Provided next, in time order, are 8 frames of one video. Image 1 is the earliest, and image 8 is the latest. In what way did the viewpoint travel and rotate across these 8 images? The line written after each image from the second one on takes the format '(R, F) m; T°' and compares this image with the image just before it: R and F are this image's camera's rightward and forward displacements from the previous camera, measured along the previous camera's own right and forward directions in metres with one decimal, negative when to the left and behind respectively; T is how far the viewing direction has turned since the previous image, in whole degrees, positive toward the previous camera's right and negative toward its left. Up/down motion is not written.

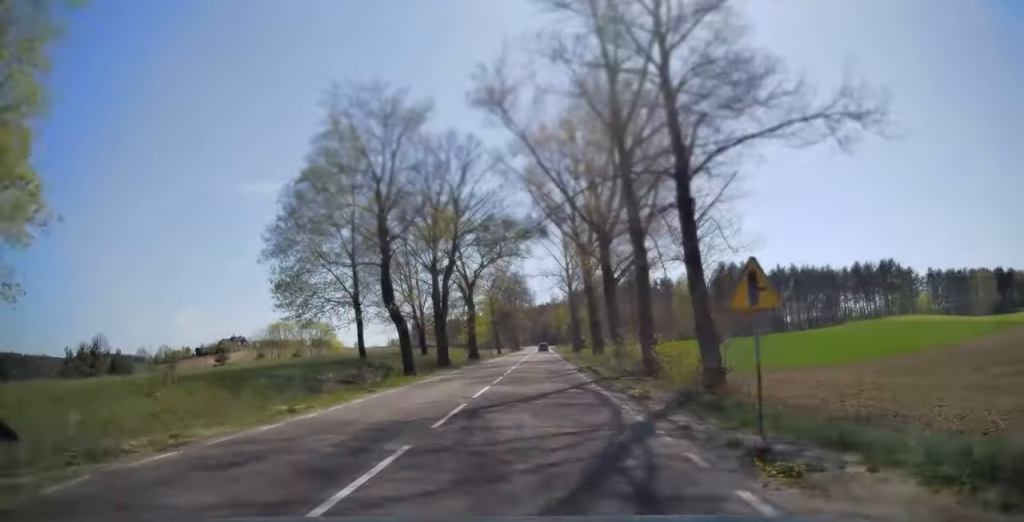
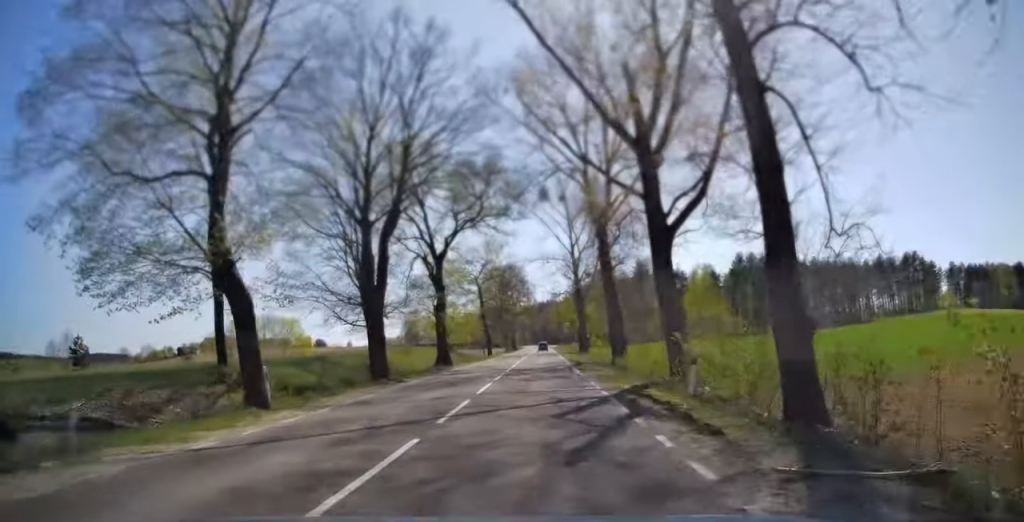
(-0.1, +17.3) m; 0°
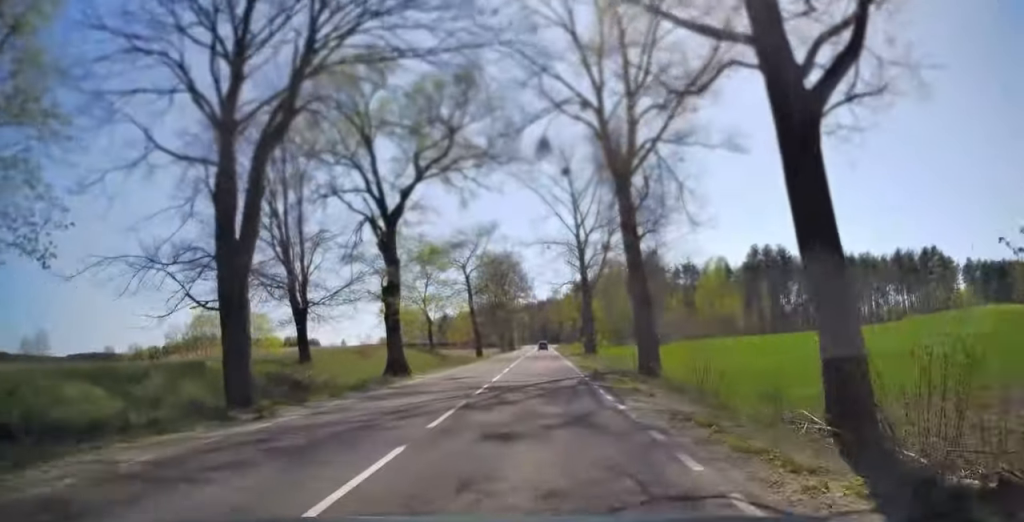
(0.0, +12.8) m; 0°
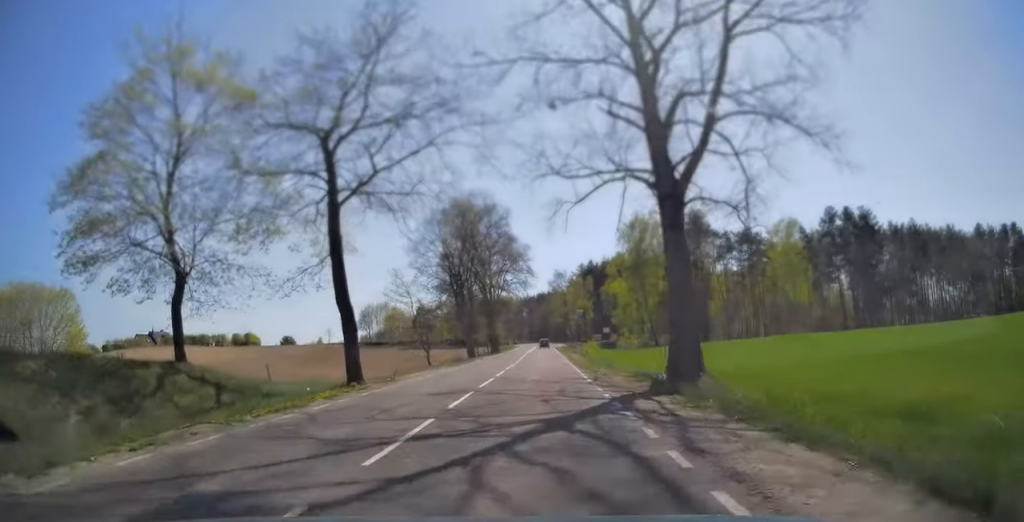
(-0.2, +44.5) m; 0°
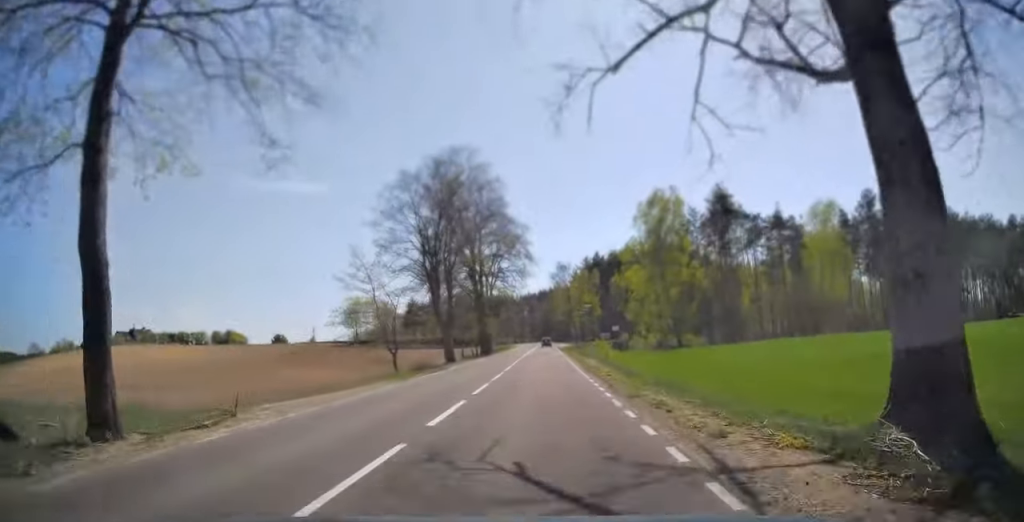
(0.0, +14.5) m; 0°
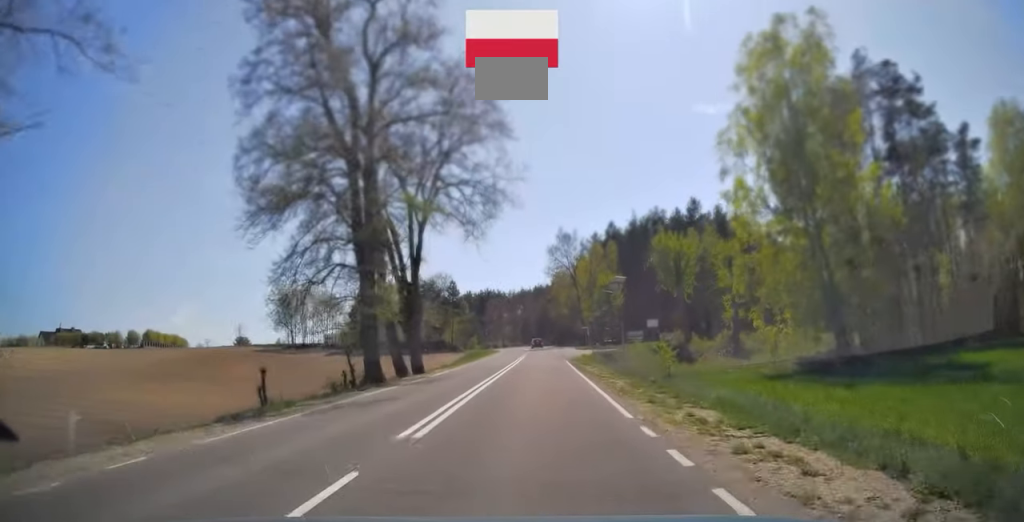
(+0.3, +43.0) m; 0°
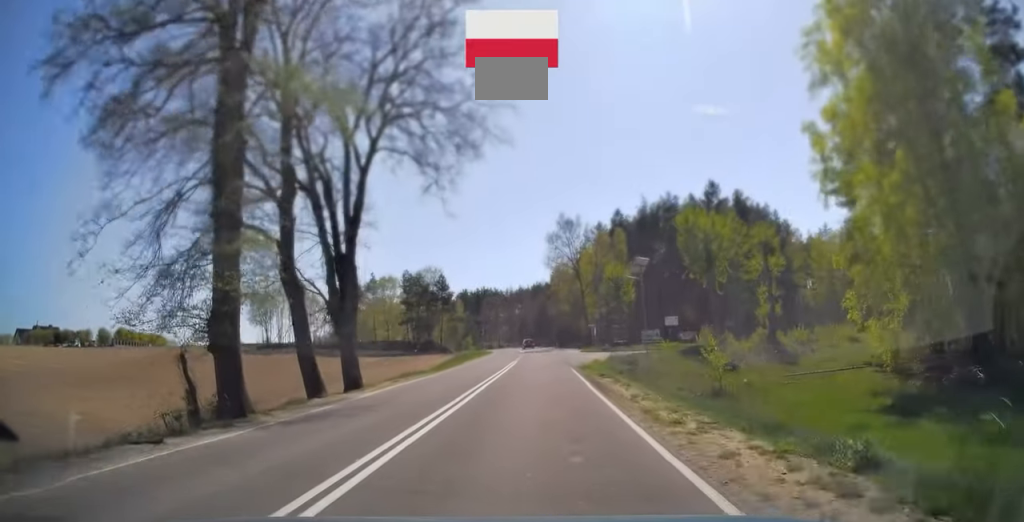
(0.0, +11.8) m; 0°
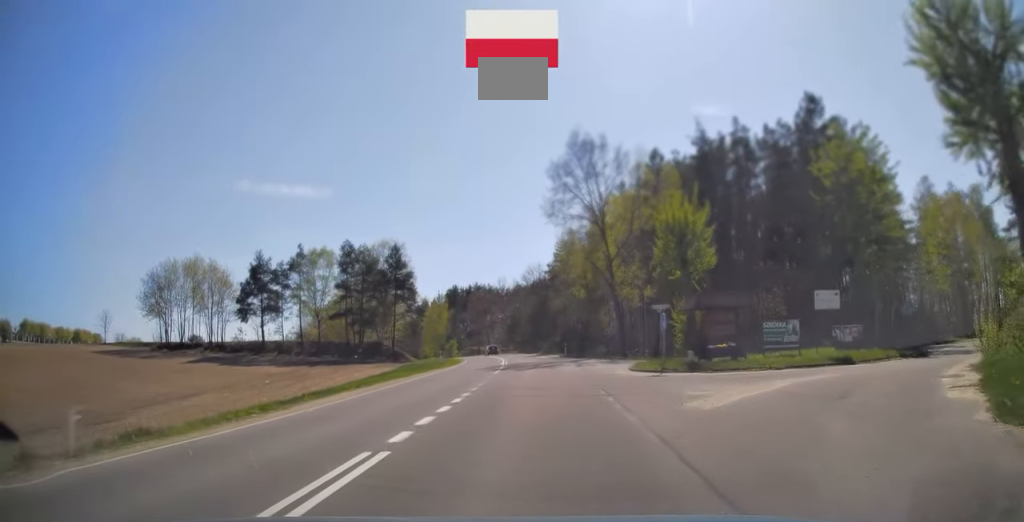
(-0.1, +34.9) m; -1°
